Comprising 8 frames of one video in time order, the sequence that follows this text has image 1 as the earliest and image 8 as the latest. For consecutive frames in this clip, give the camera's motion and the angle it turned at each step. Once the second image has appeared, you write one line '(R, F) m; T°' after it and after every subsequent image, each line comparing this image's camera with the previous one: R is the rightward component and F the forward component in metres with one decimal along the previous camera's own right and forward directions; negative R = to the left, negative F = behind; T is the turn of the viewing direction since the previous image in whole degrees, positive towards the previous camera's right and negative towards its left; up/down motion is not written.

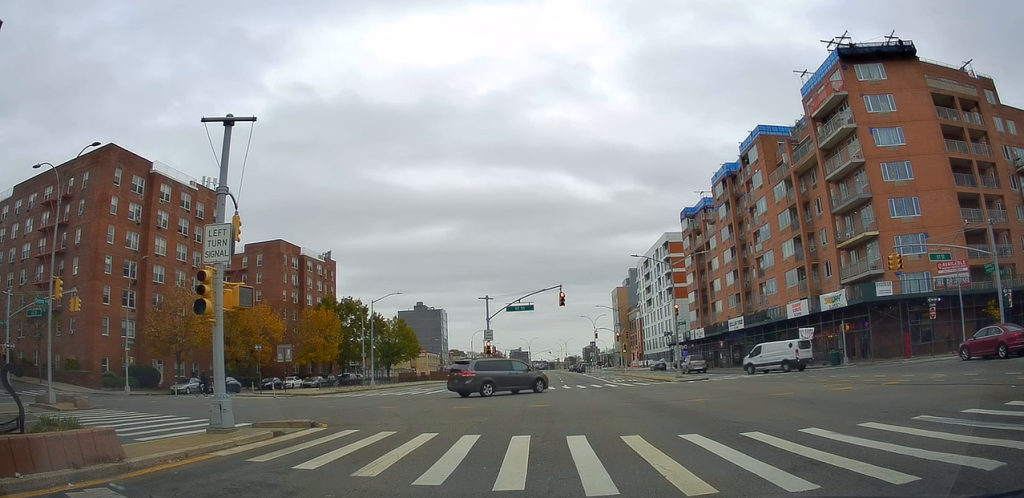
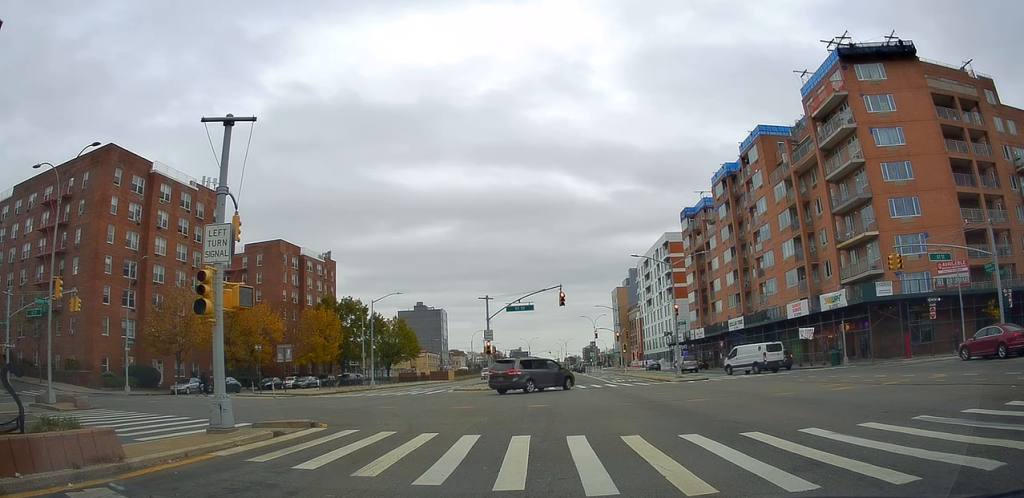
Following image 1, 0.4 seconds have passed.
(0.0, 0.0) m; 0°
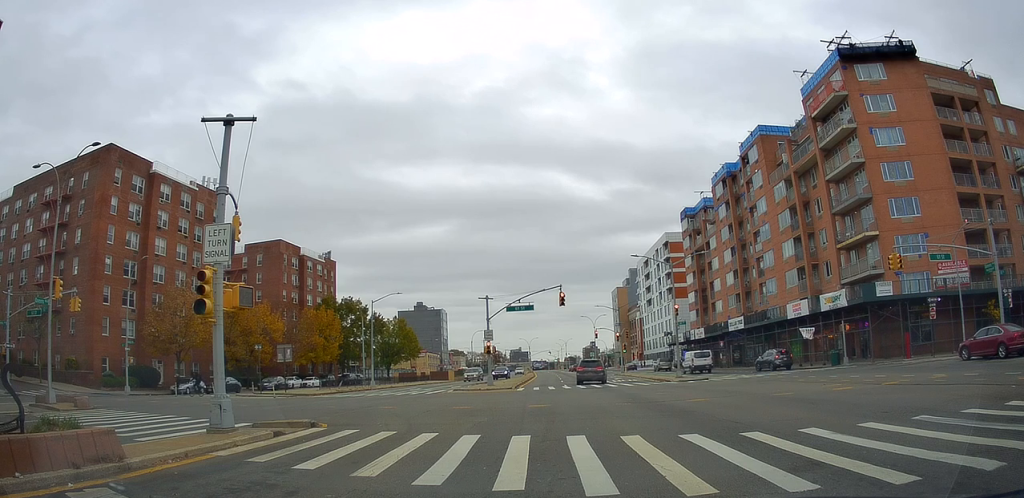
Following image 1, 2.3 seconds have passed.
(0.0, 0.0) m; 0°
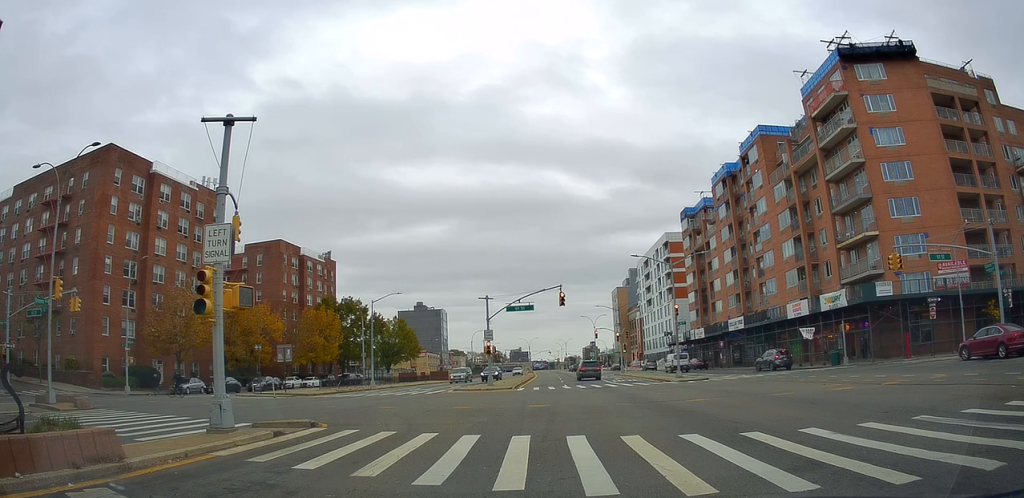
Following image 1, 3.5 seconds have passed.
(0.0, 0.0) m; 0°
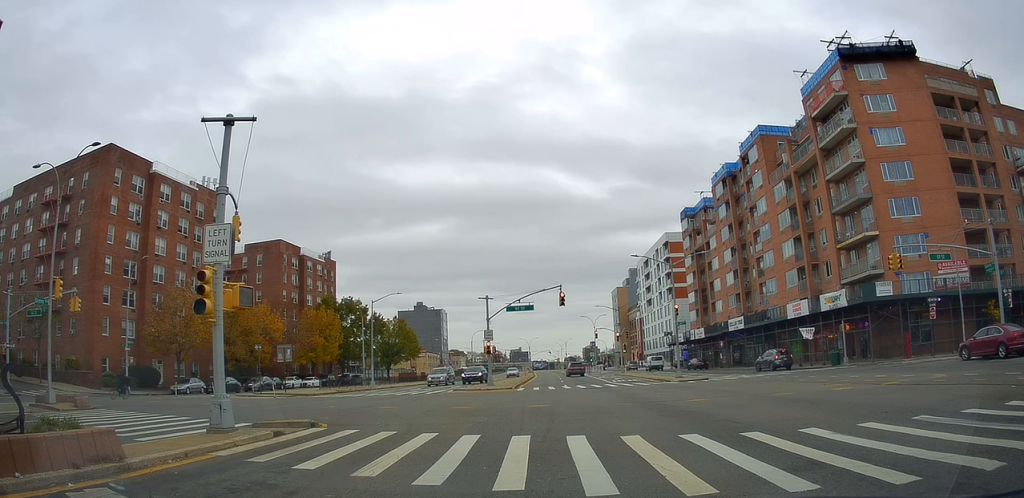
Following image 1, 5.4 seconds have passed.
(0.0, 0.0) m; 0°
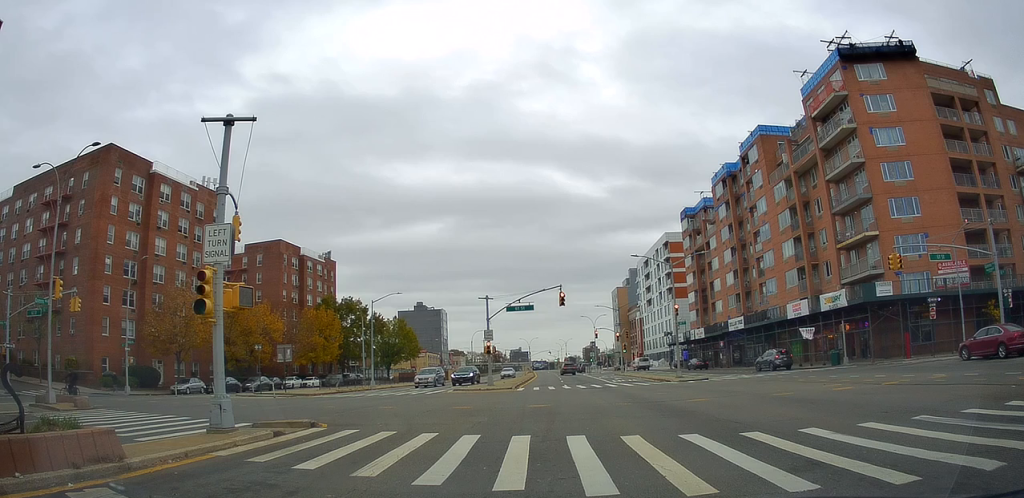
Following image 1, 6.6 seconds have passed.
(0.0, 0.0) m; 0°
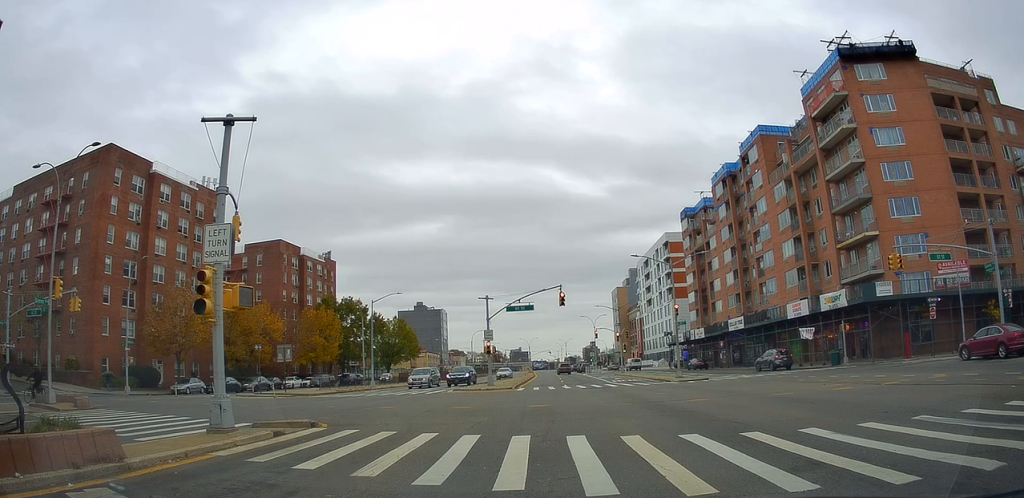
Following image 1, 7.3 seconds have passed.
(0.0, 0.0) m; 0°
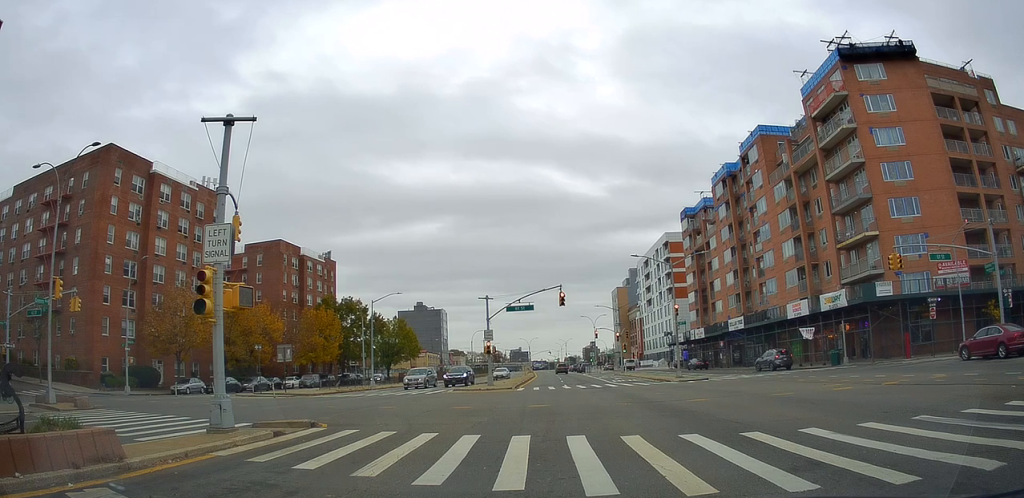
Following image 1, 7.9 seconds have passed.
(0.0, 0.0) m; 0°
